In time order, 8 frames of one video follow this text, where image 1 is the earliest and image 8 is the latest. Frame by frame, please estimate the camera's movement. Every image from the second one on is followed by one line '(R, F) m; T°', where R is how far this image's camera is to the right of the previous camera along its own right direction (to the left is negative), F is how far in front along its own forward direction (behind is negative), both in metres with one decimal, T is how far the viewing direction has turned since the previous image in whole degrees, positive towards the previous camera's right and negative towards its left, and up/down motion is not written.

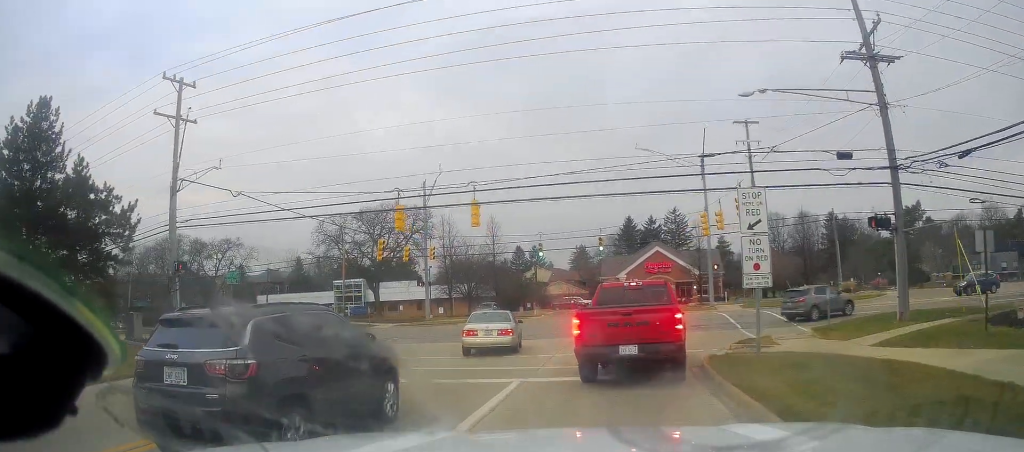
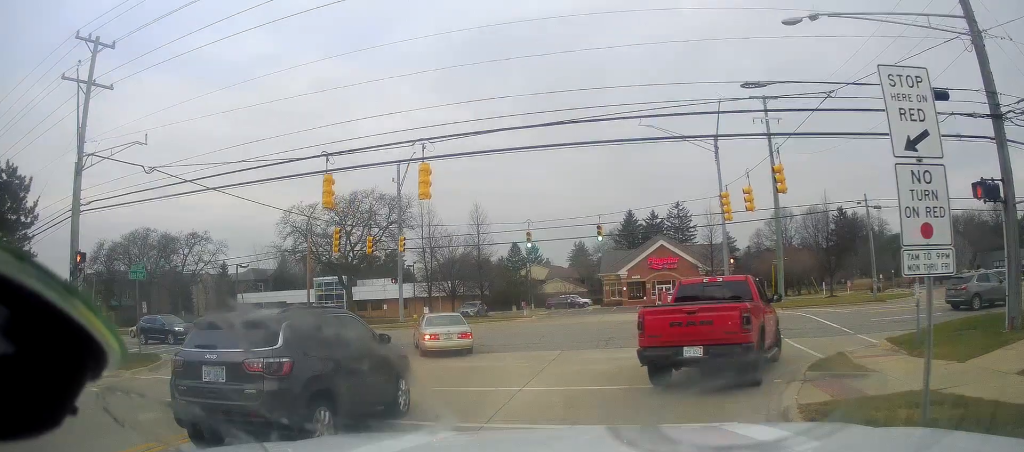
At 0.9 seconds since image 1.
(+0.4, +7.1) m; 0°
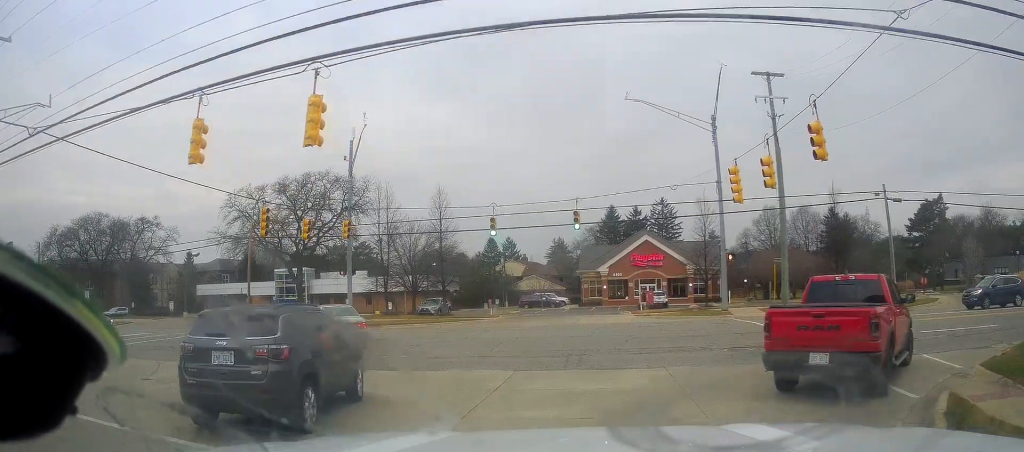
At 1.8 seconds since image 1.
(-0.5, +6.1) m; +5°
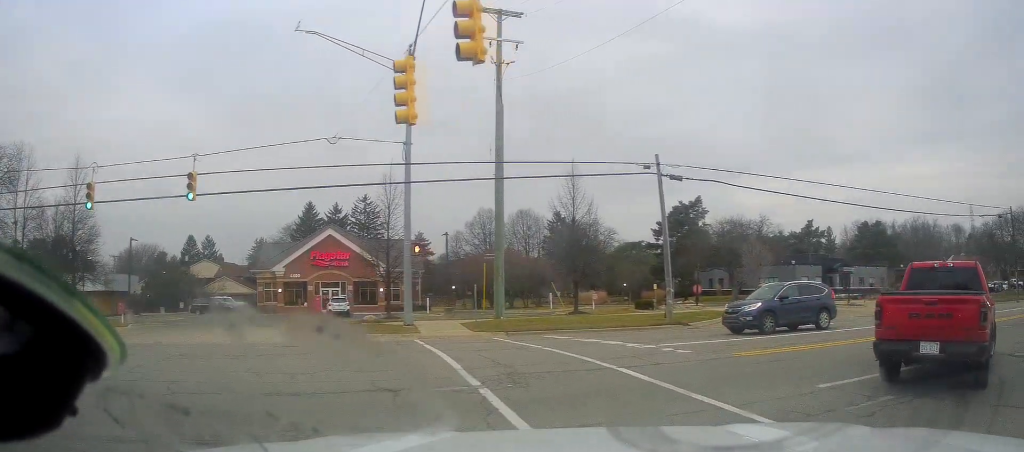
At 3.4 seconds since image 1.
(+2.8, +10.9) m; +28°
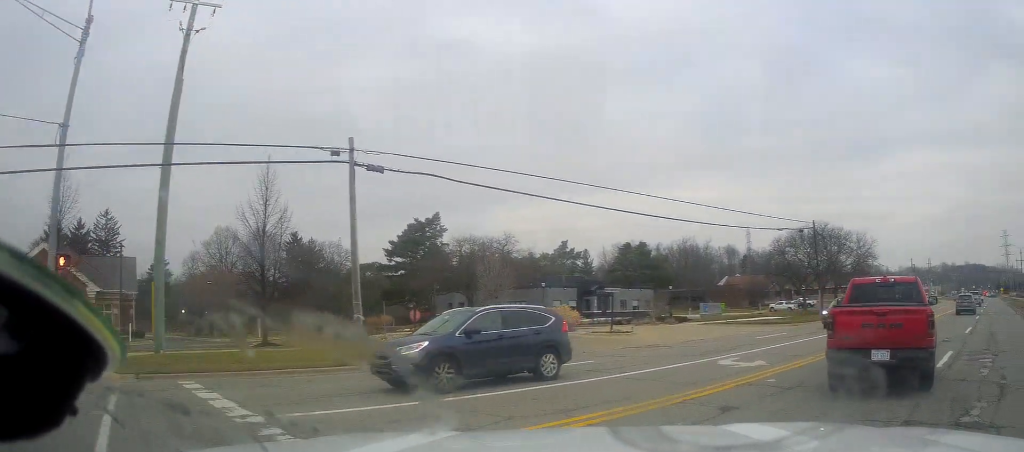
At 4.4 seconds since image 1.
(+1.0, +7.0) m; +19°
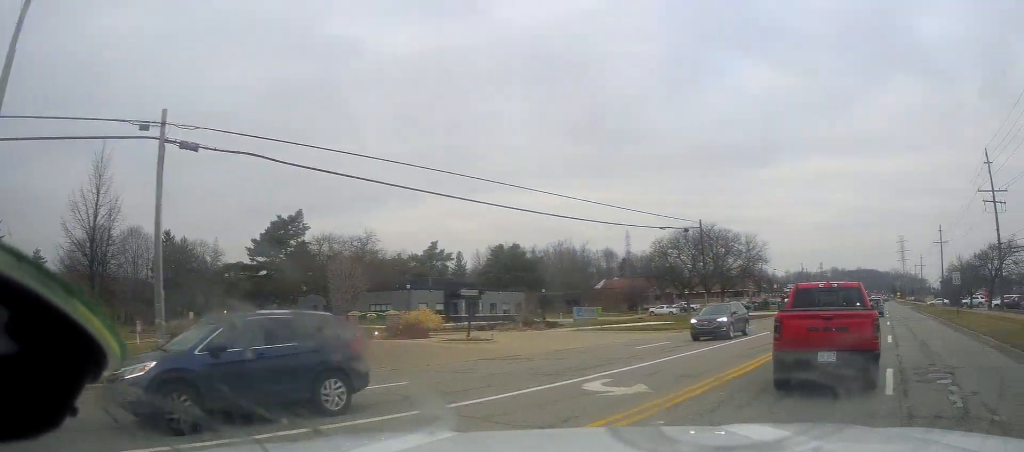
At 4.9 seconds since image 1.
(-0.1, +3.7) m; +10°
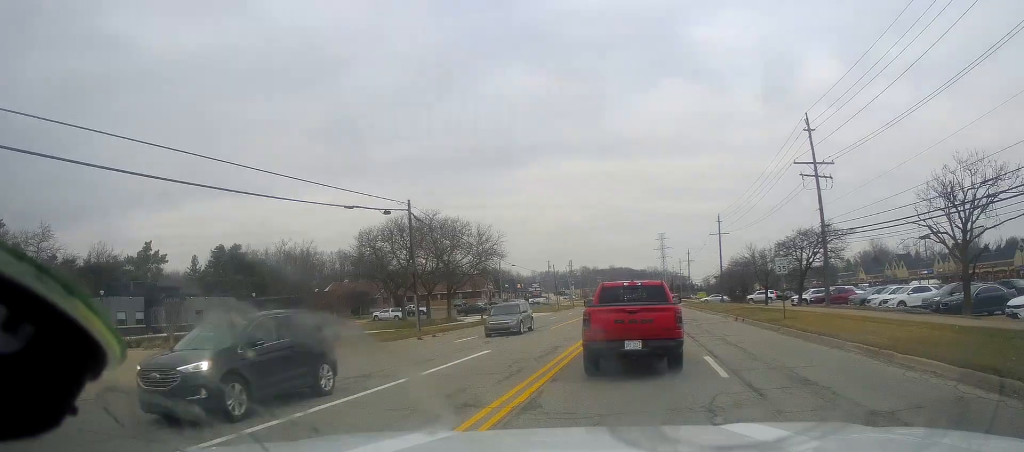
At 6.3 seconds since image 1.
(+3.5, +10.3) m; +27°
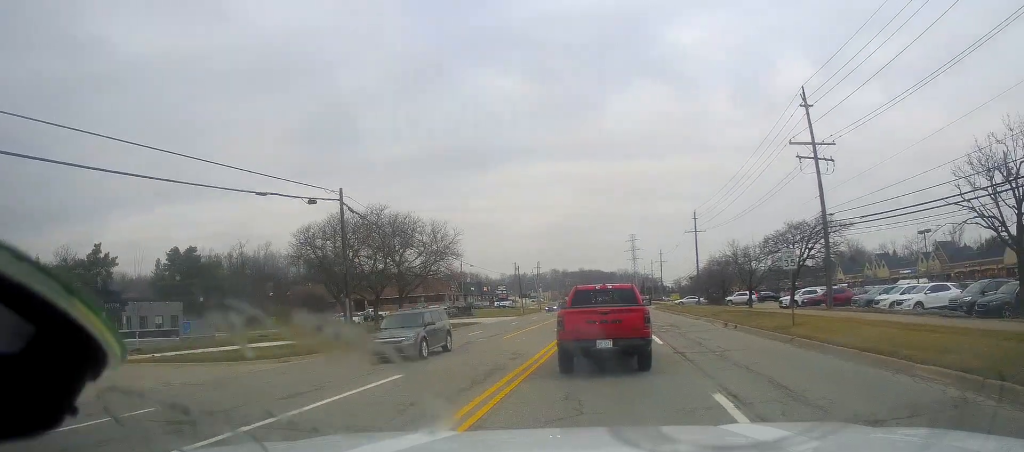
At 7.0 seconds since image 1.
(+0.5, +5.5) m; +5°
